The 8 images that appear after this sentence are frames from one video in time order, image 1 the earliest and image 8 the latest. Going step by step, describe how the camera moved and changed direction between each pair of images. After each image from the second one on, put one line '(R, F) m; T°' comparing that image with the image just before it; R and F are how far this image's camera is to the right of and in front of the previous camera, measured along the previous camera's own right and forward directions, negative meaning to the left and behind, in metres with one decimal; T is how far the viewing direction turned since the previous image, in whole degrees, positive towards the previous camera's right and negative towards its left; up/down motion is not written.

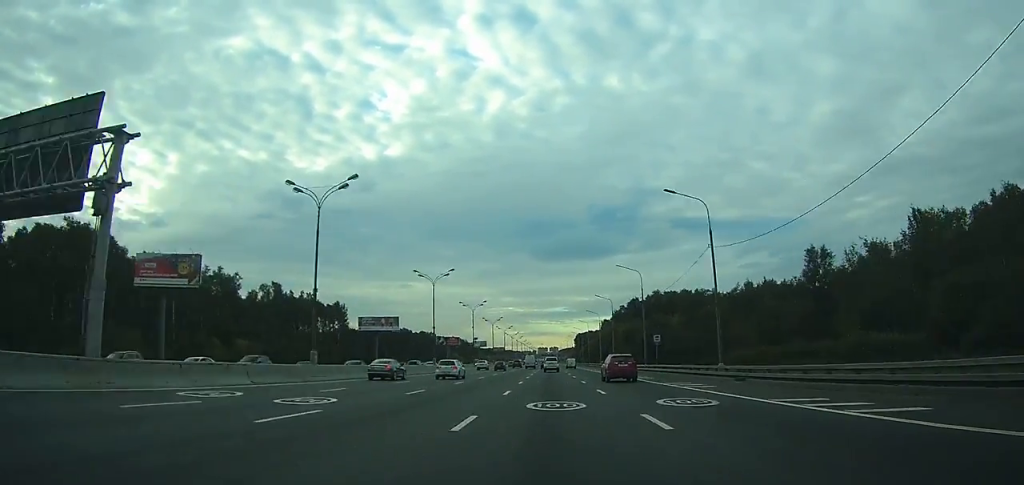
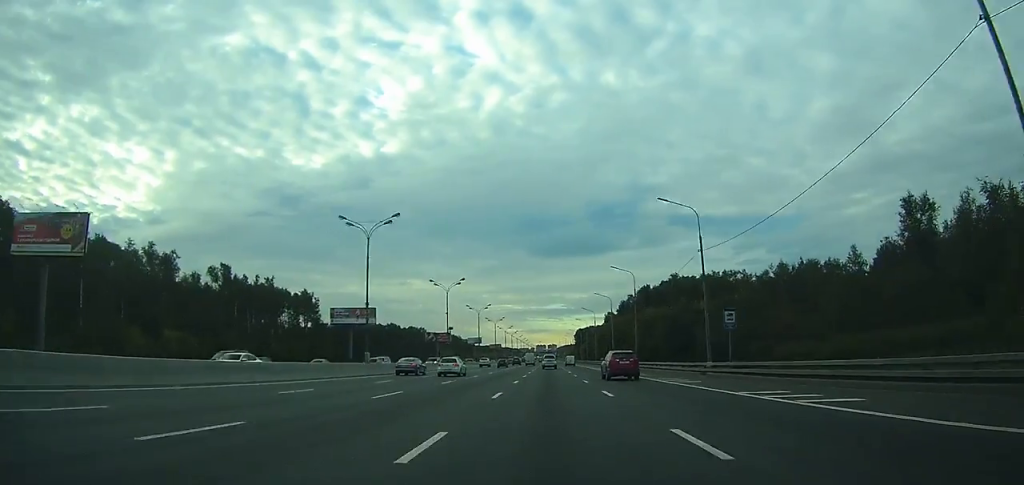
(0.0, +27.8) m; 0°
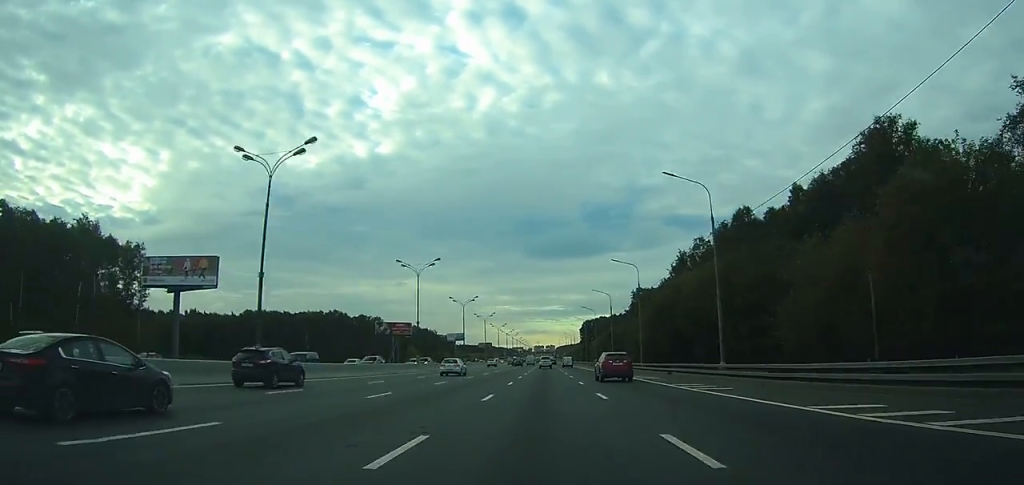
(+0.1, +100.3) m; 0°
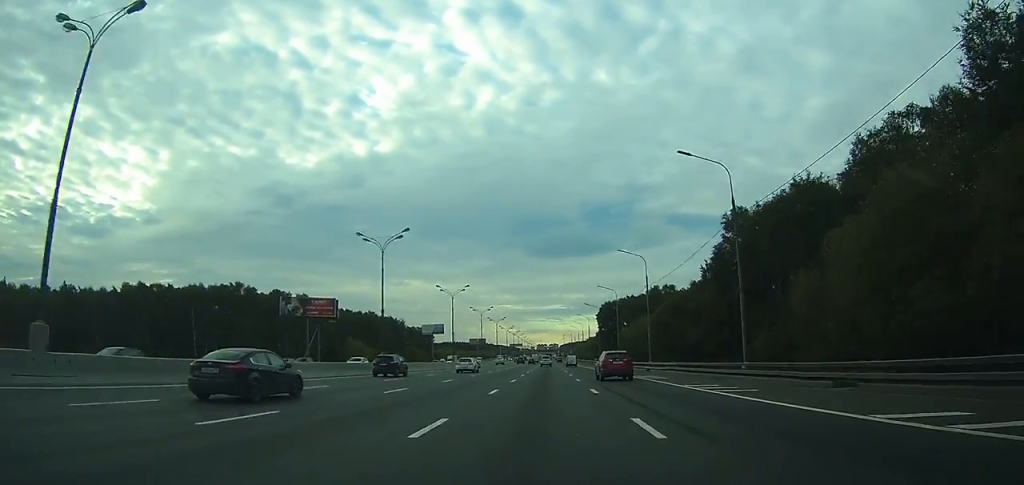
(-0.1, +91.2) m; 0°
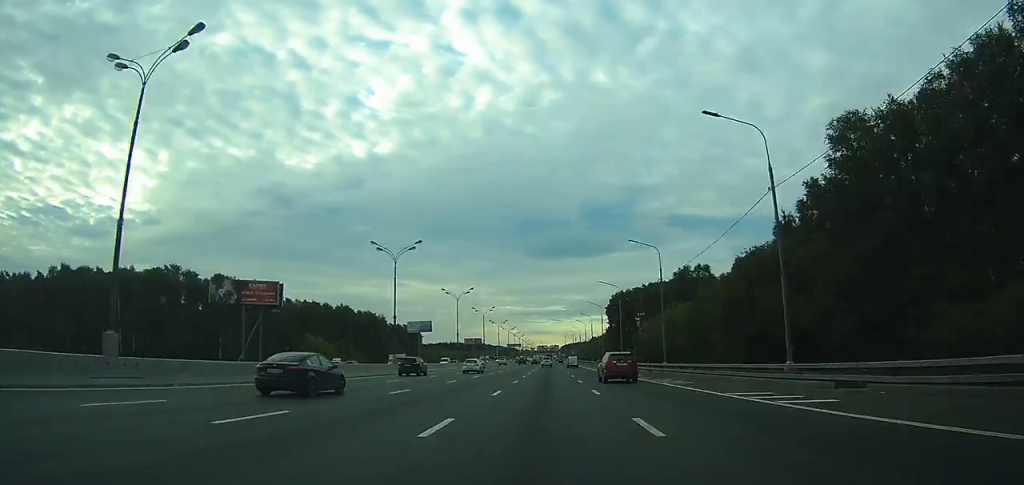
(0.0, +34.5) m; 0°
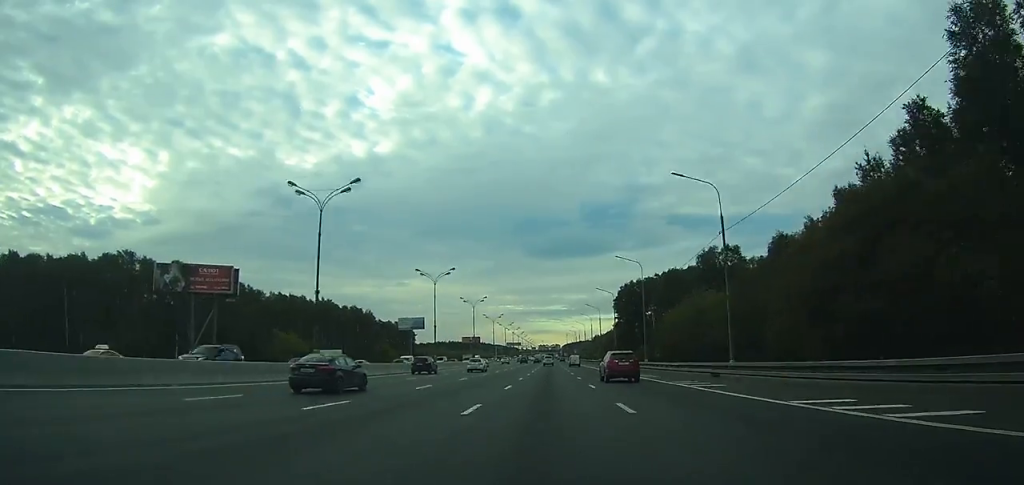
(0.0, +21.0) m; 0°
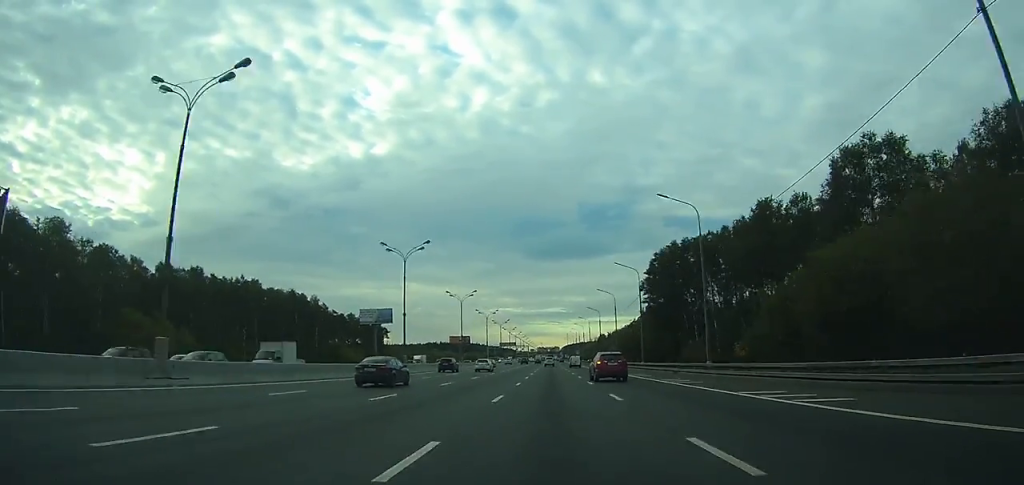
(-0.1, +57.8) m; 0°
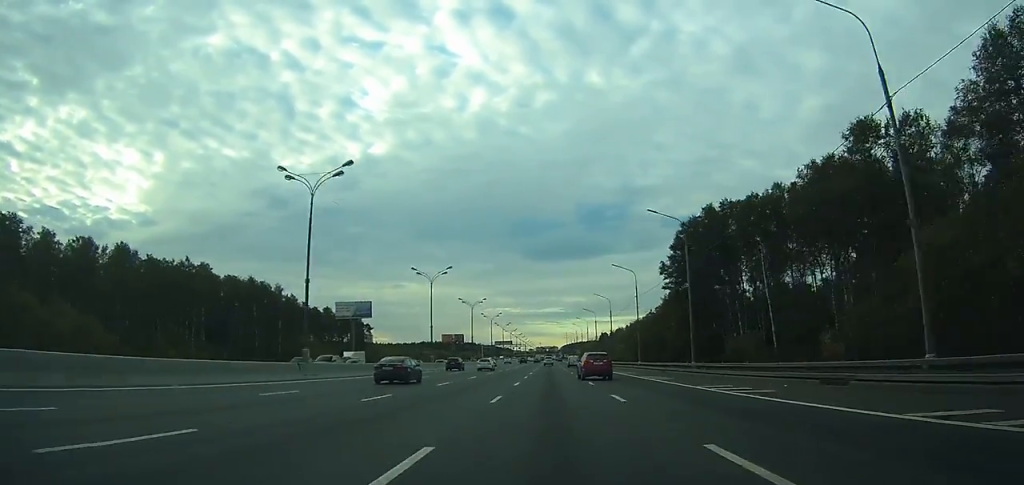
(0.0, +25.2) m; 0°
